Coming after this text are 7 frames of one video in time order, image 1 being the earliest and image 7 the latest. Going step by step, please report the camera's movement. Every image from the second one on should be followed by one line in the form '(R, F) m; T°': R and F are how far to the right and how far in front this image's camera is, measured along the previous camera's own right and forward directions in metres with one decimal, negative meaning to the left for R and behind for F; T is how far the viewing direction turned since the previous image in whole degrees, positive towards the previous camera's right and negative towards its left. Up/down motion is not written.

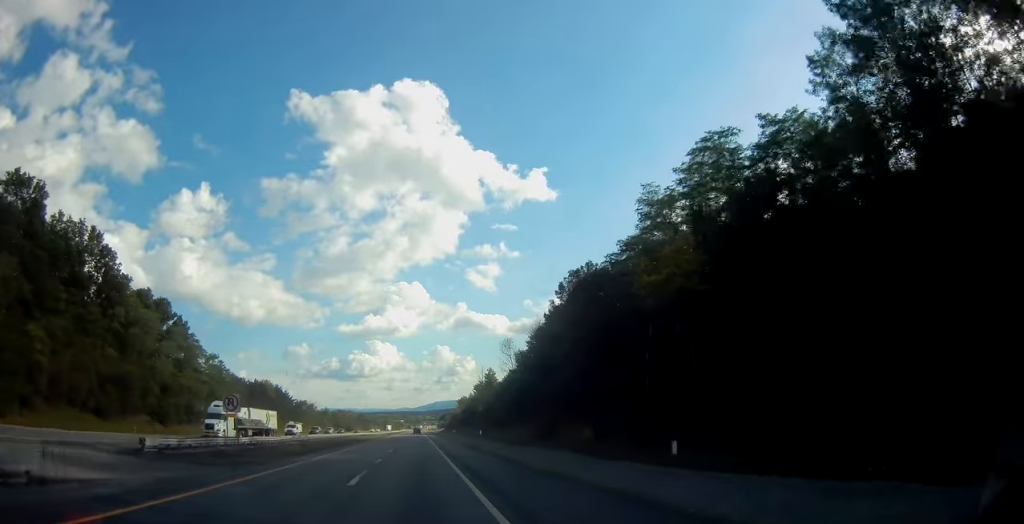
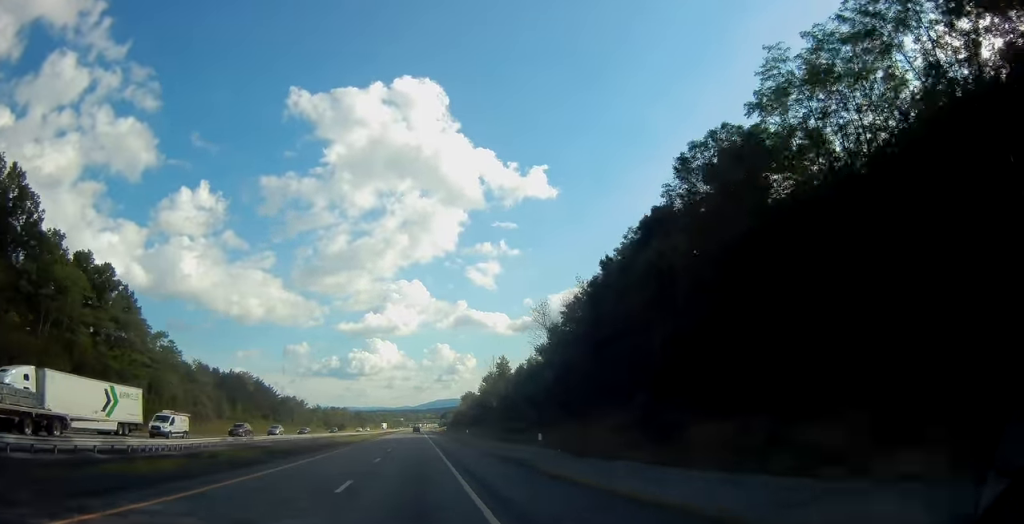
(-0.2, +26.3) m; 0°
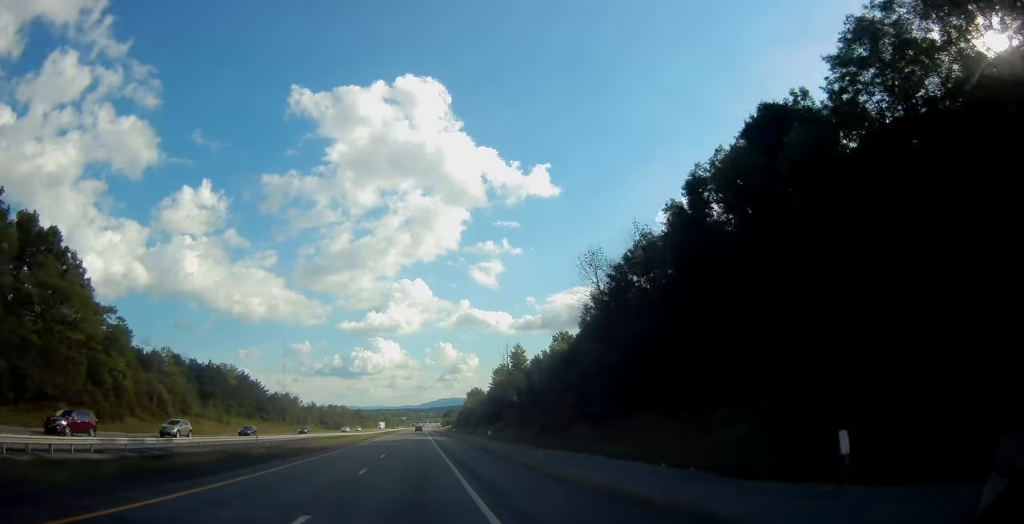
(0.0, +19.5) m; 0°
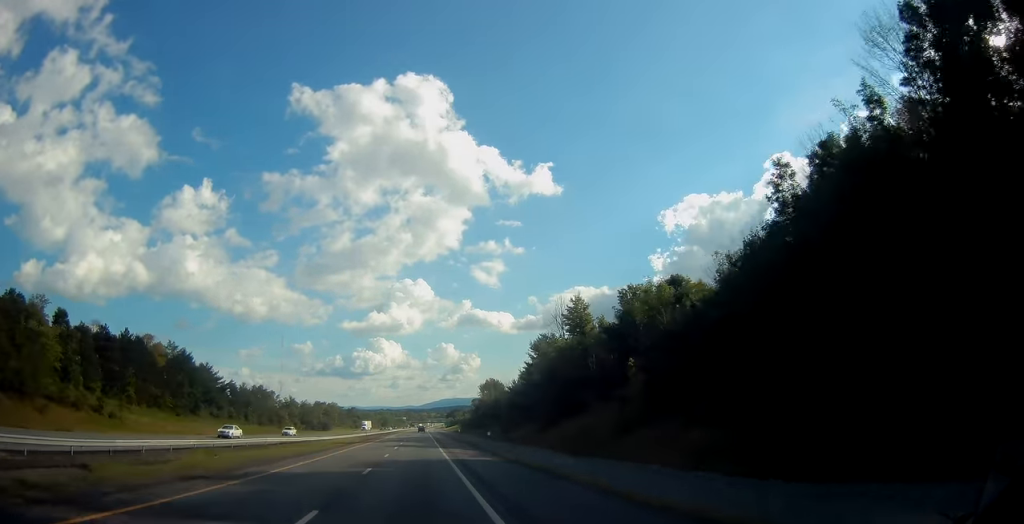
(+0.3, +48.2) m; 0°
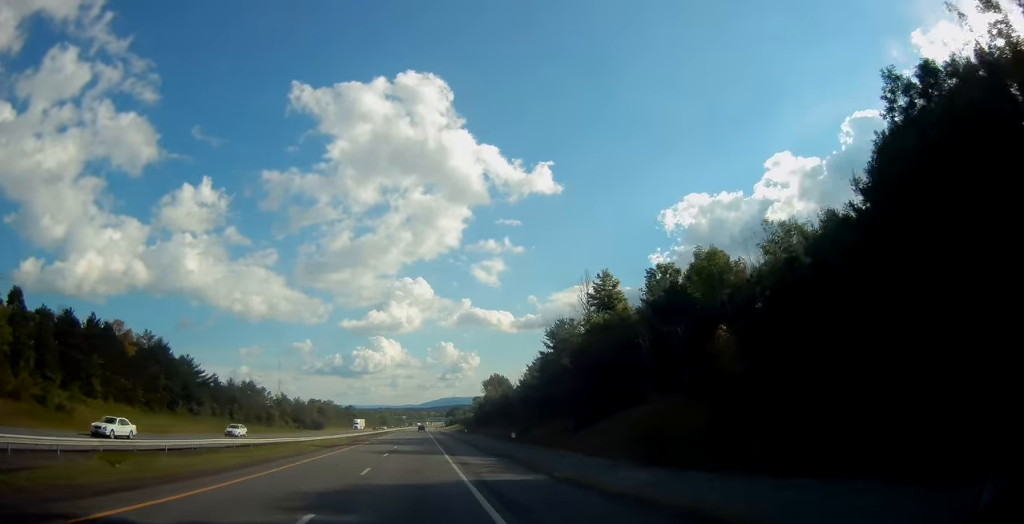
(-0.1, +12.8) m; 0°
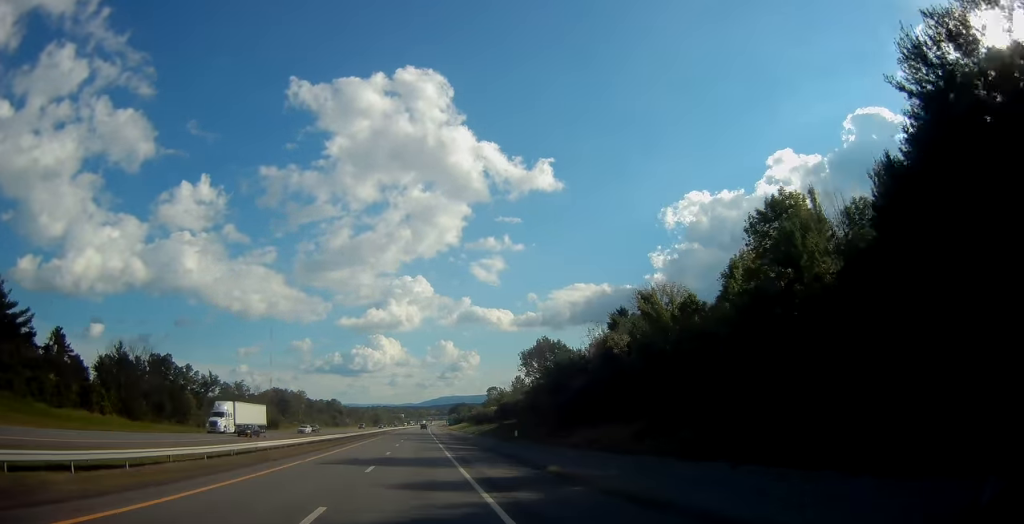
(-0.1, +72.5) m; 0°
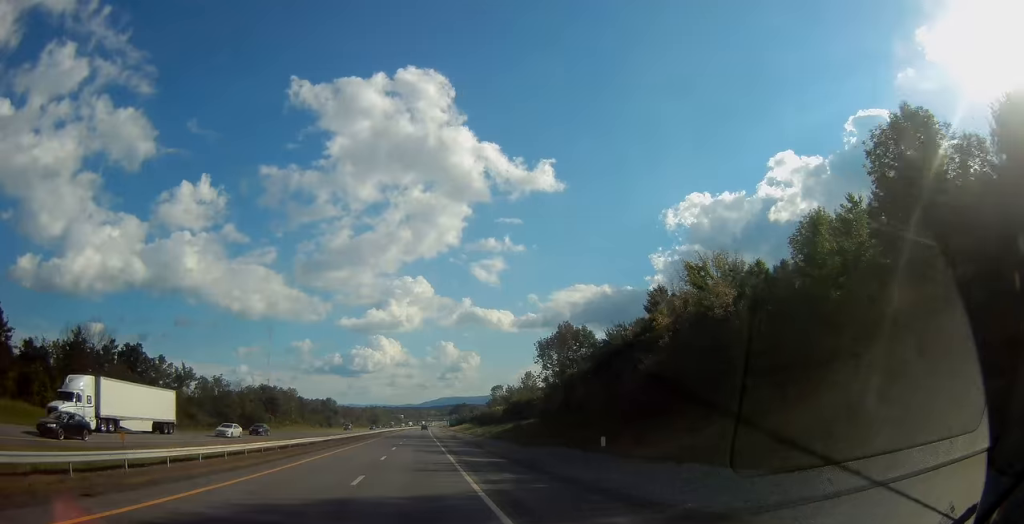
(-0.1, +16.6) m; 0°
